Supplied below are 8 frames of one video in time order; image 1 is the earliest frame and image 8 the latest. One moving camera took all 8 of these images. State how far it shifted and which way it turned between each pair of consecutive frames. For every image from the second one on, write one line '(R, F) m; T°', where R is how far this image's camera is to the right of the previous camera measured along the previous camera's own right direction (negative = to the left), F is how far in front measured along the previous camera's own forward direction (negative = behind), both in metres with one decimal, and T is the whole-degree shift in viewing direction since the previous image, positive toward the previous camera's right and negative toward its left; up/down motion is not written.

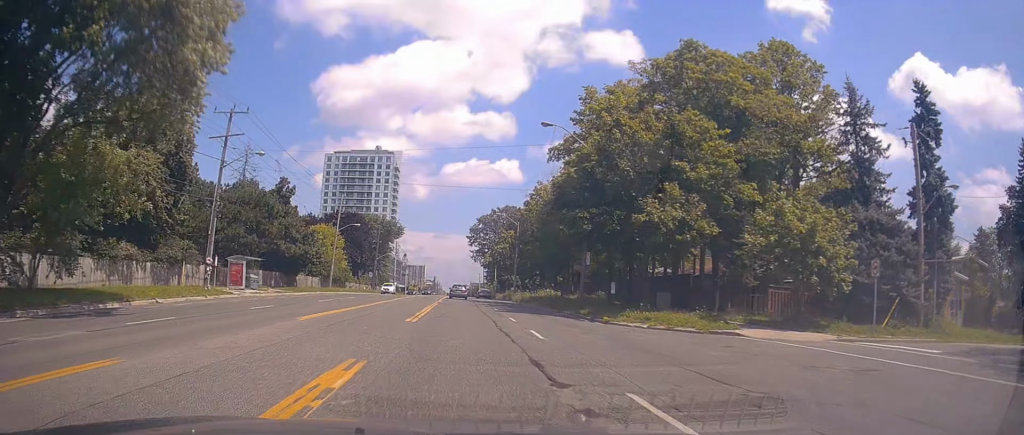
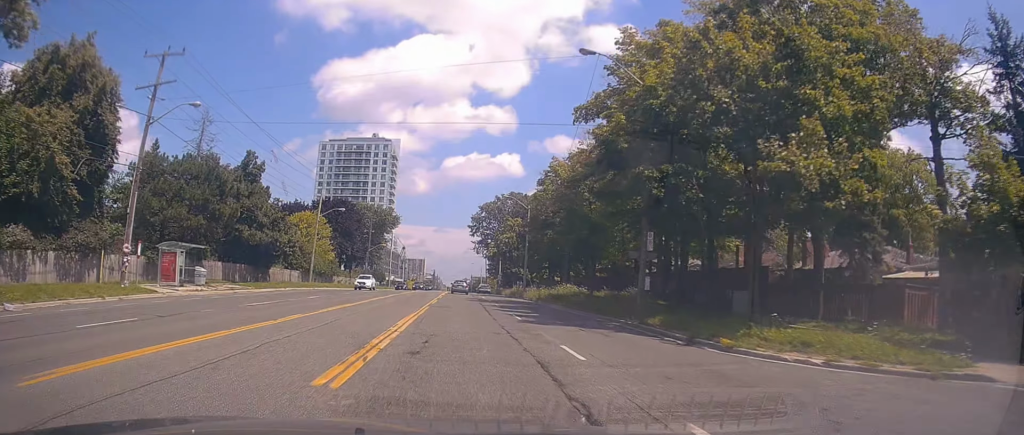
(+0.2, +11.2) m; +1°
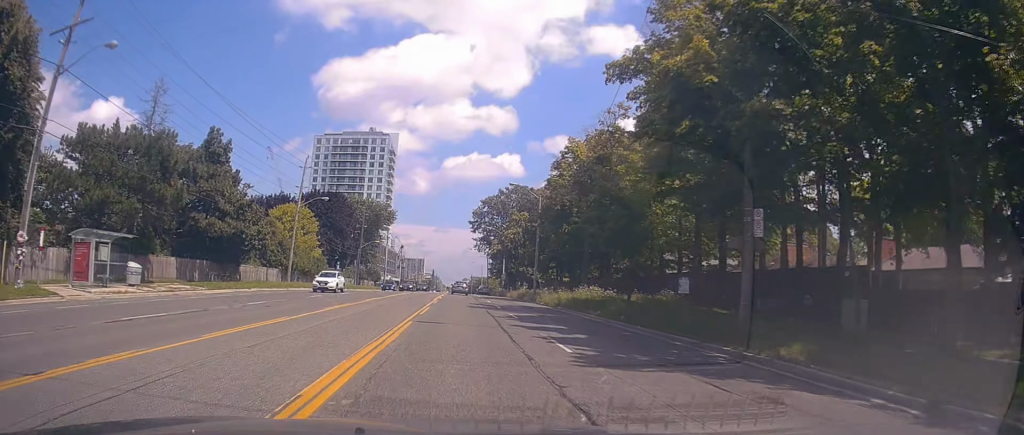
(+0.1, +8.9) m; 0°
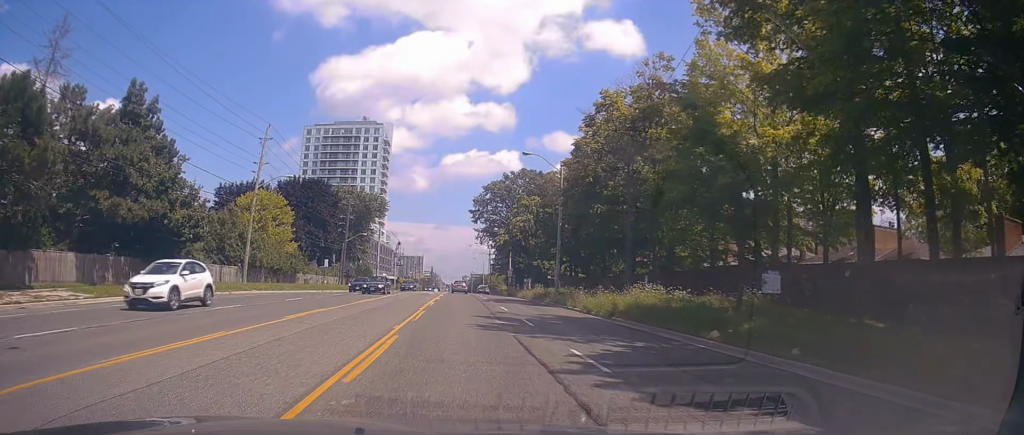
(+0.1, +12.9) m; -1°
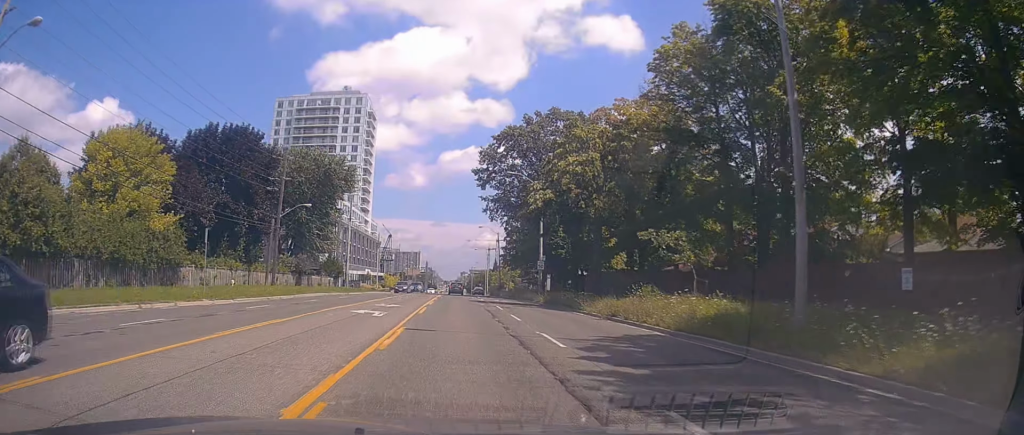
(-0.1, +33.0) m; -1°
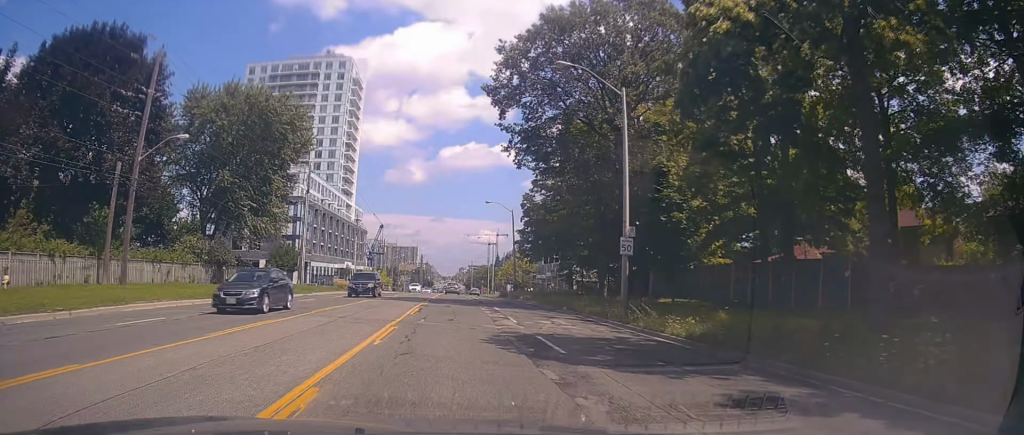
(-0.3, +27.2) m; 0°
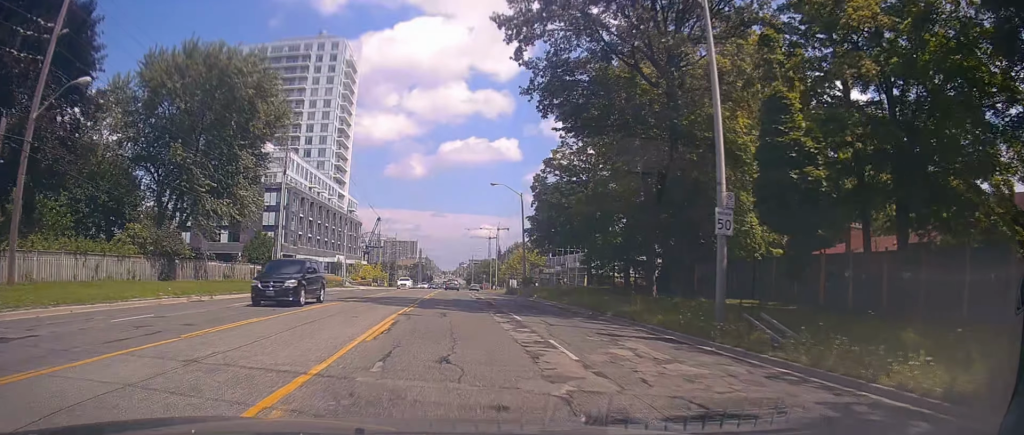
(+0.3, +10.0) m; 0°
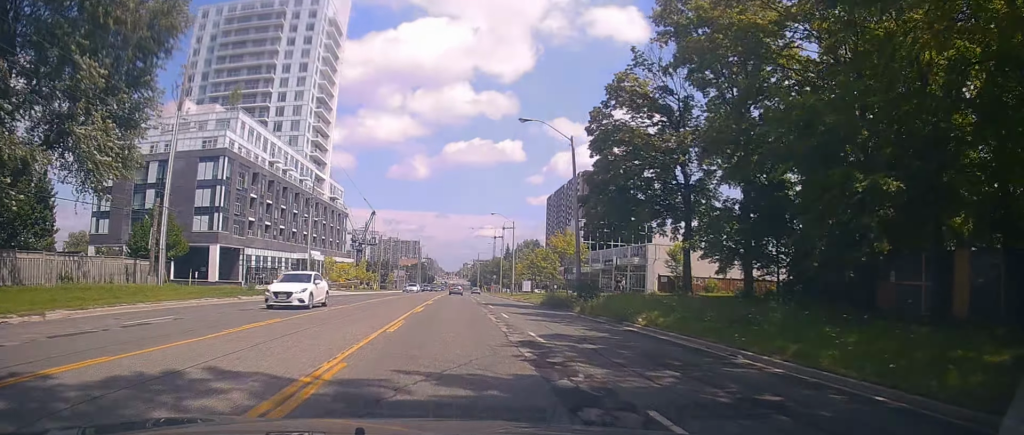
(-0.2, +26.1) m; +1°
